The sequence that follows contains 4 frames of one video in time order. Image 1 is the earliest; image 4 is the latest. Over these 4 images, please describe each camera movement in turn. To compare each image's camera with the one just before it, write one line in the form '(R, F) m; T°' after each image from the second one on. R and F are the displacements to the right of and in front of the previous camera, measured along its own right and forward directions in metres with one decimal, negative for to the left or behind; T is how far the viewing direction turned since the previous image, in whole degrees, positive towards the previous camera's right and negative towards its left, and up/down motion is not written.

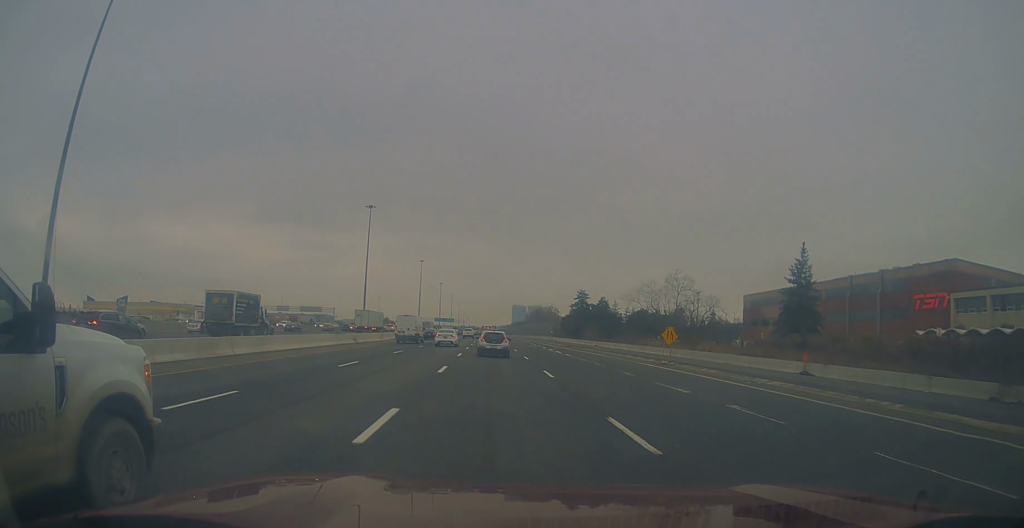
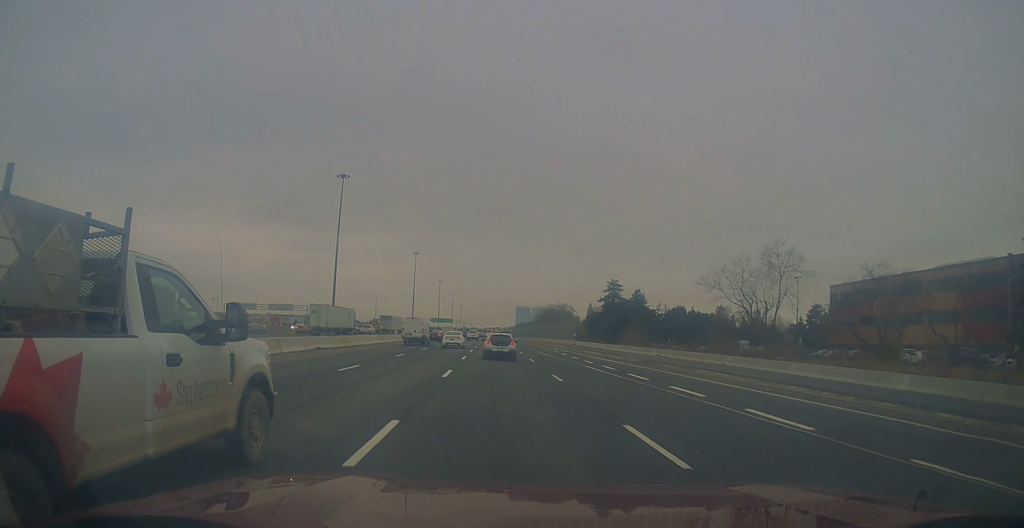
(-0.1, +37.4) m; 0°
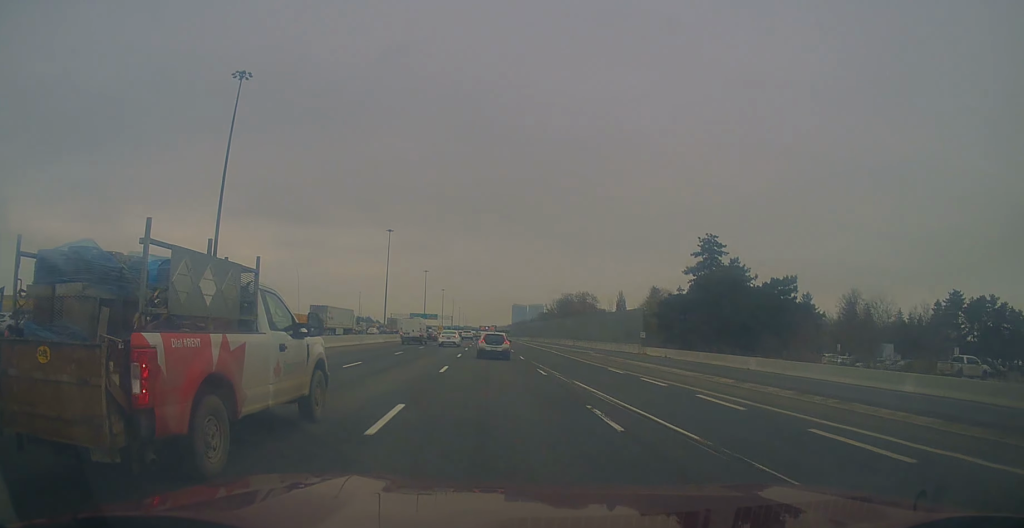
(-0.1, +58.9) m; 0°
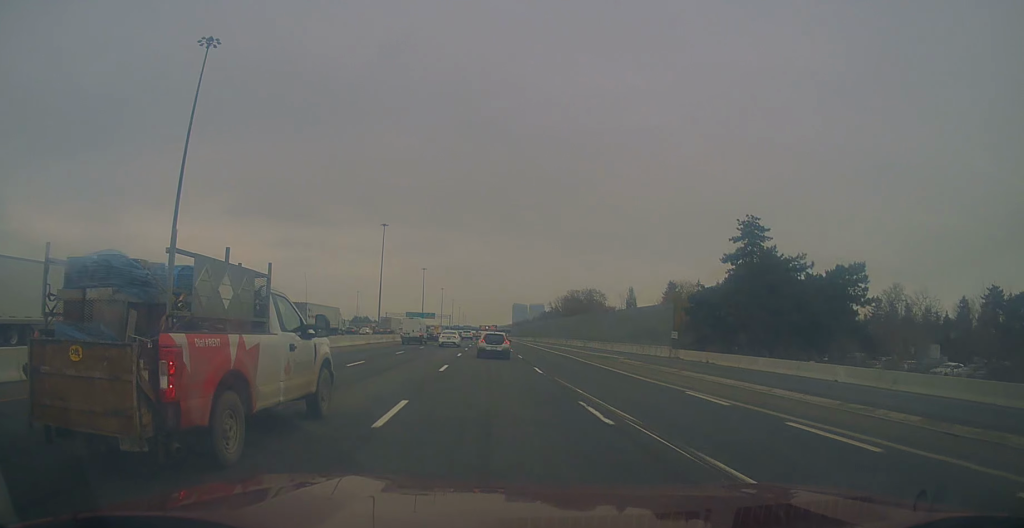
(0.0, +11.6) m; 0°
